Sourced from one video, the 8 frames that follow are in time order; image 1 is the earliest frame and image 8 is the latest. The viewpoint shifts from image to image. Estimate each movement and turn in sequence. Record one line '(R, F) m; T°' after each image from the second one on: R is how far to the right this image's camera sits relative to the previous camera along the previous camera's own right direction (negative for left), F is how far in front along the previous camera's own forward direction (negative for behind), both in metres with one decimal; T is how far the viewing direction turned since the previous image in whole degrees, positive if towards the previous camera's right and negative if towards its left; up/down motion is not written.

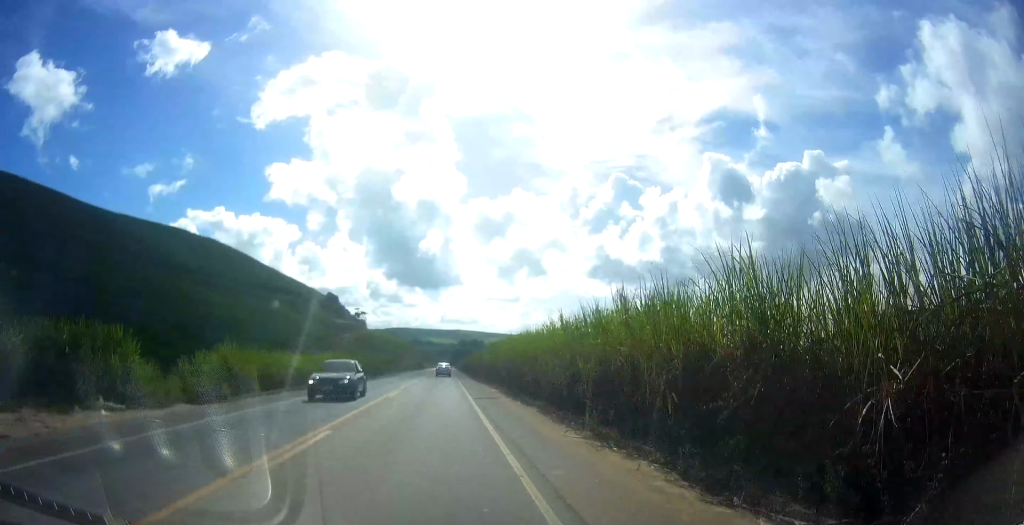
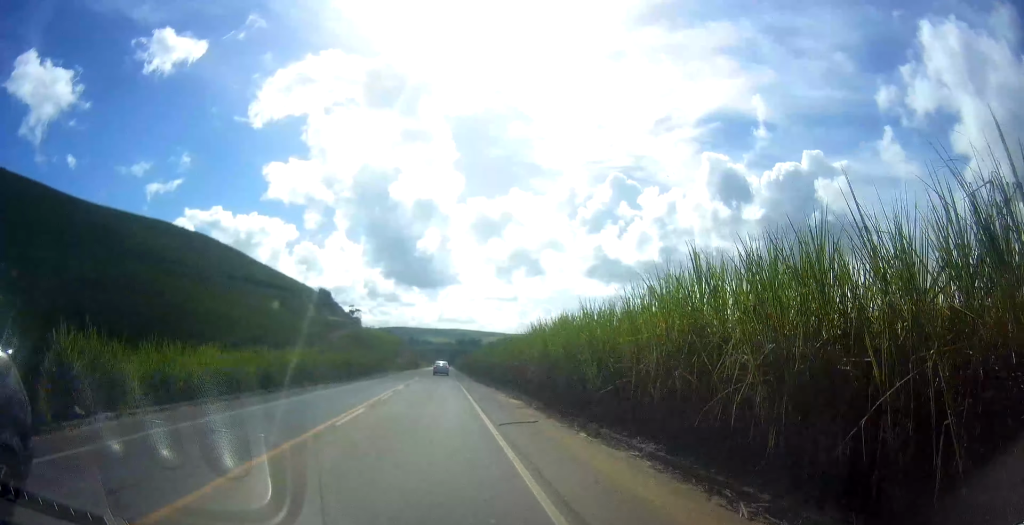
(-0.4, +11.5) m; -1°
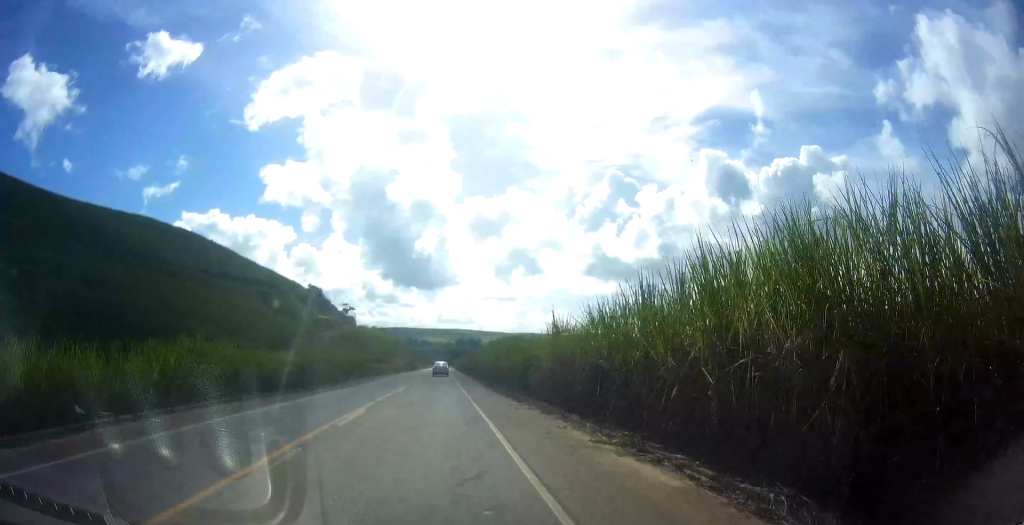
(+0.2, +16.0) m; 0°
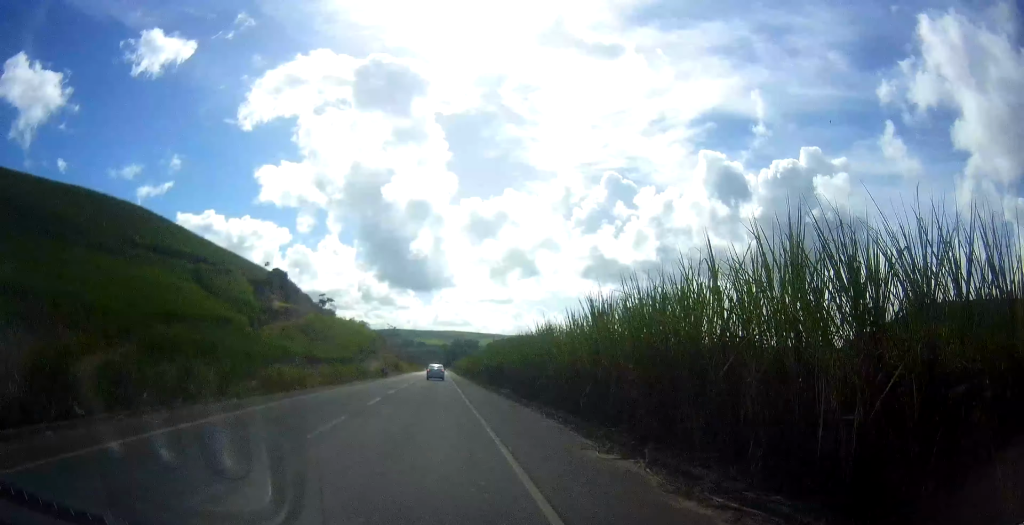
(+0.3, +46.5) m; -1°
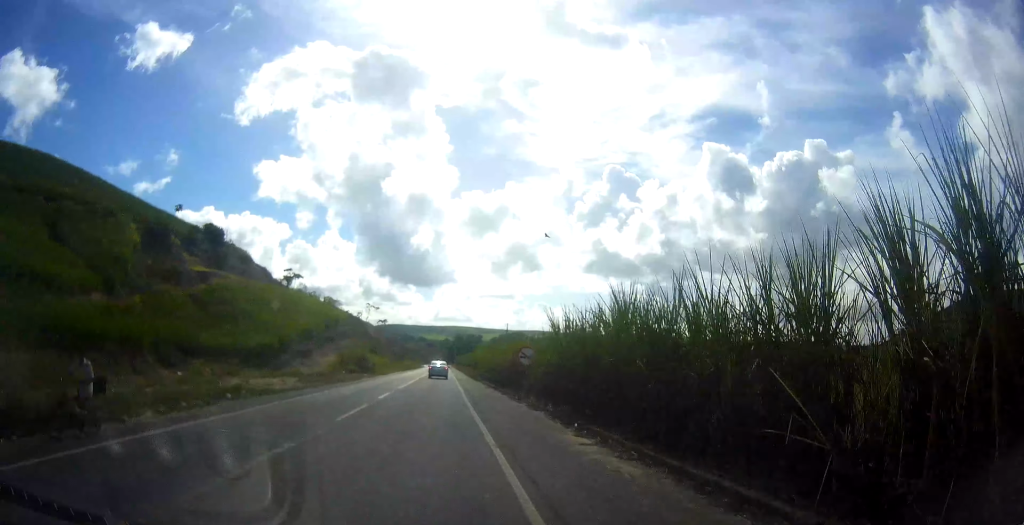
(+0.7, +59.4) m; +2°
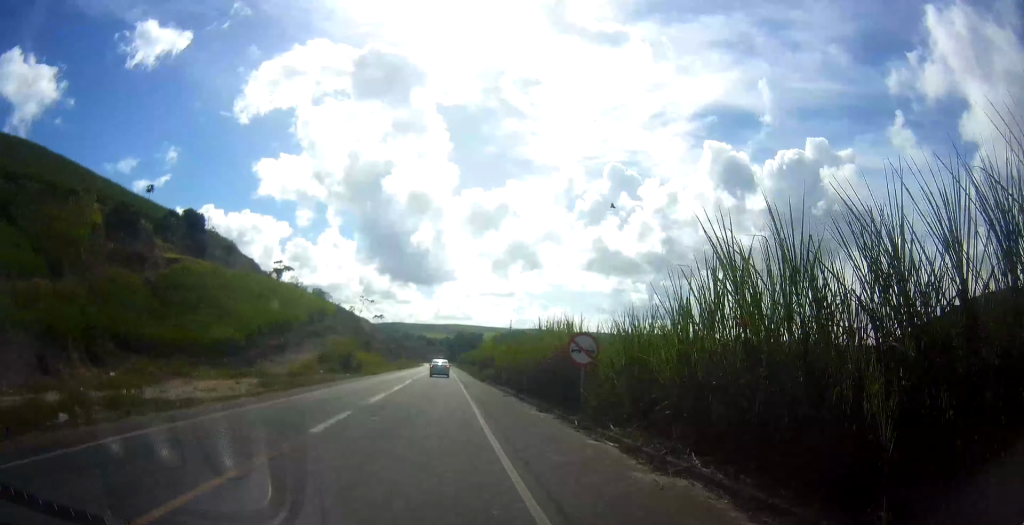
(+0.3, +12.3) m; 0°
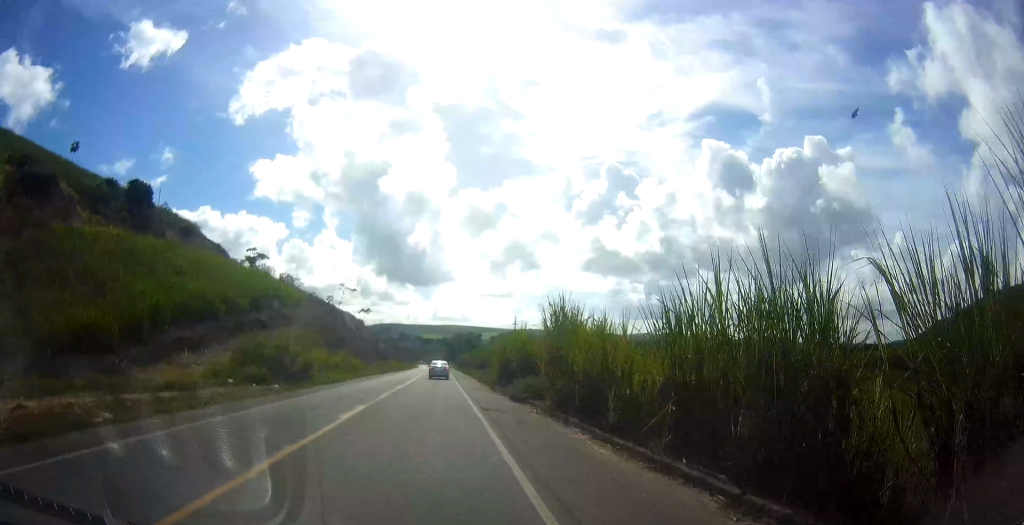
(-0.6, +23.5) m; -1°
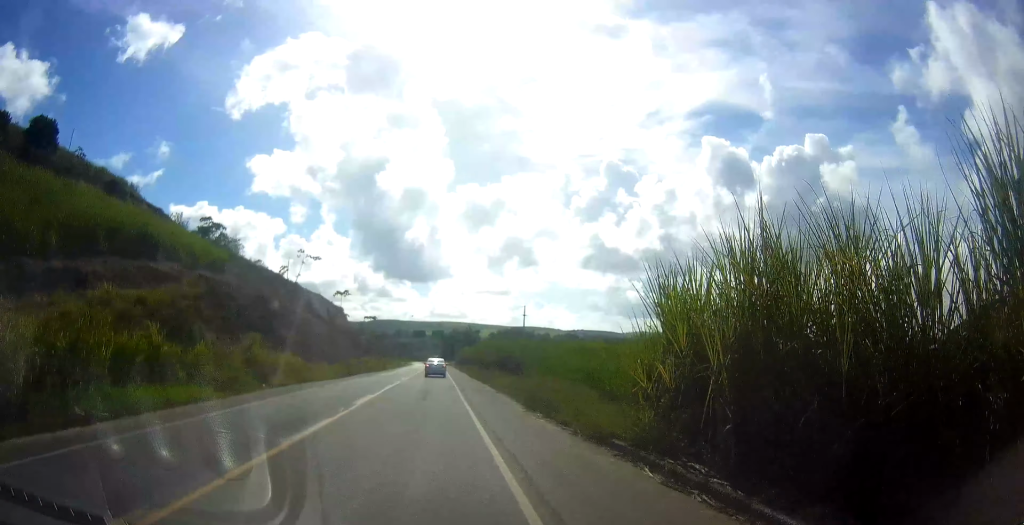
(+0.3, +30.9) m; +2°
